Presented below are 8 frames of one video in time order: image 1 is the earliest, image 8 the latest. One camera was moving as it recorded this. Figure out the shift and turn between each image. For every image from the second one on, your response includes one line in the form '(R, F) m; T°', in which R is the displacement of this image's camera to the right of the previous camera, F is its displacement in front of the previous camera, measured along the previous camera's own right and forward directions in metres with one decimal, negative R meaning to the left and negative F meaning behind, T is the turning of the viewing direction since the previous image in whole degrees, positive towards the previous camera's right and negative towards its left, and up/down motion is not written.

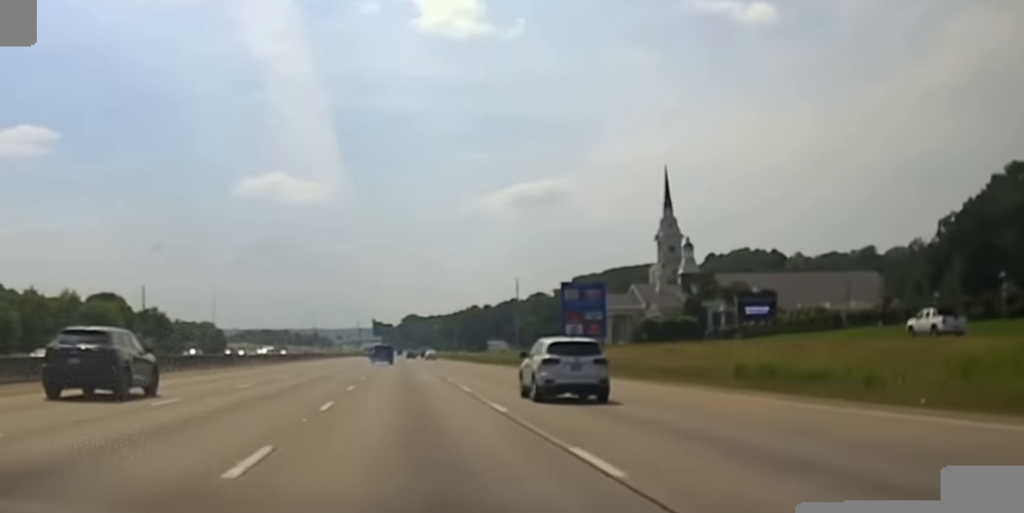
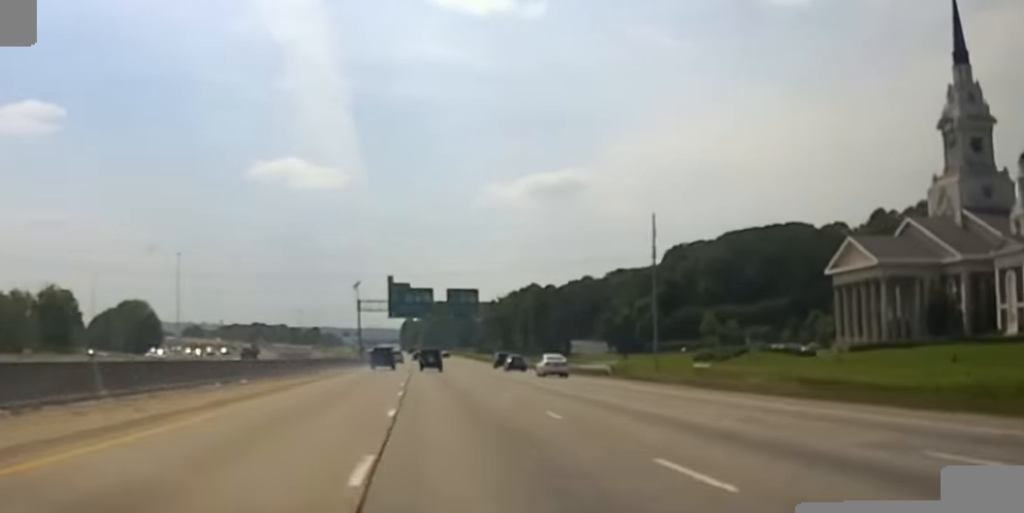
(0.0, +180.9) m; 0°
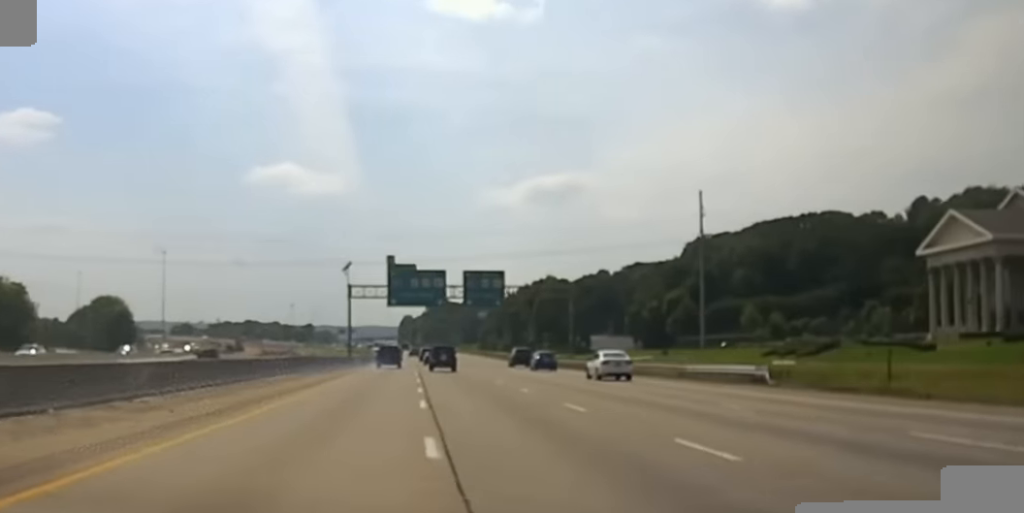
(+0.2, +32.9) m; 0°
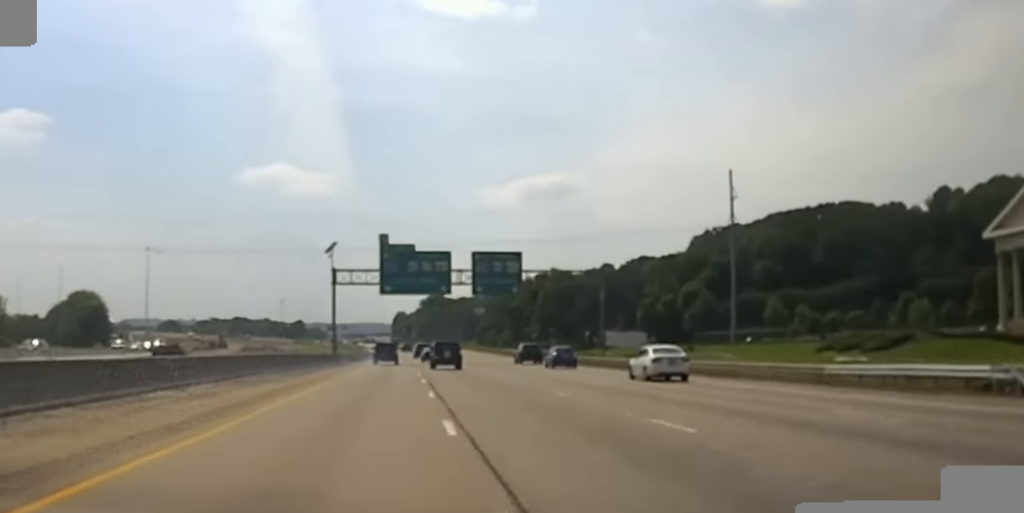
(0.0, +21.2) m; 0°
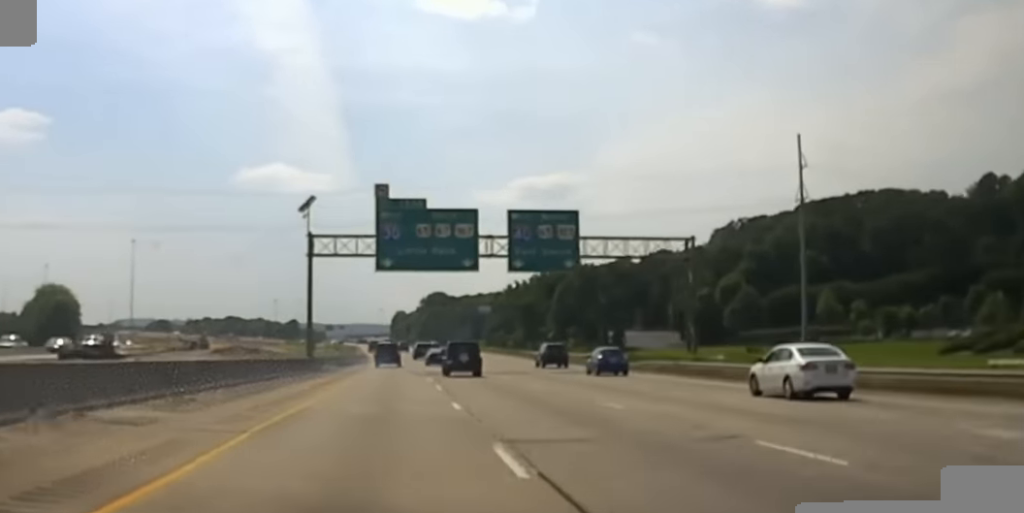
(0.0, +29.7) m; 0°
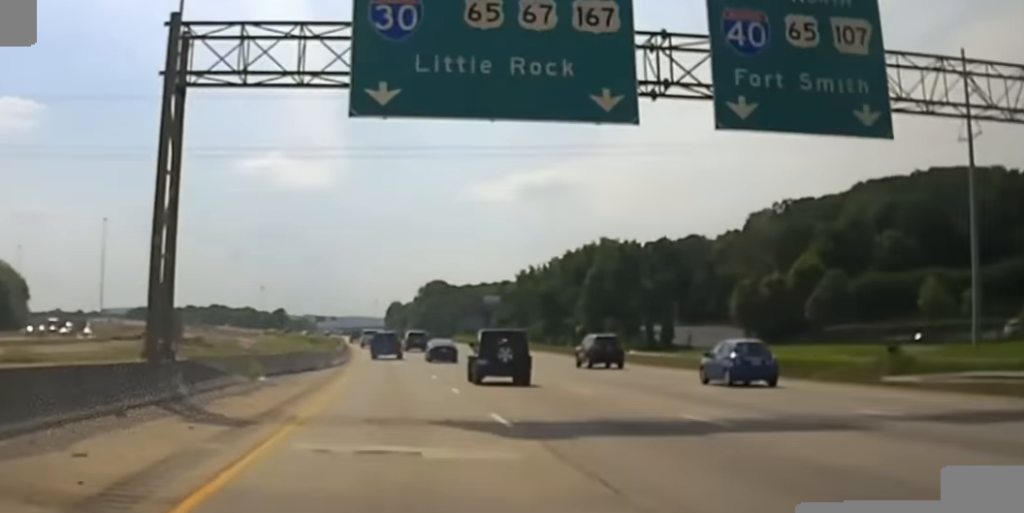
(0.0, +44.3) m; 0°
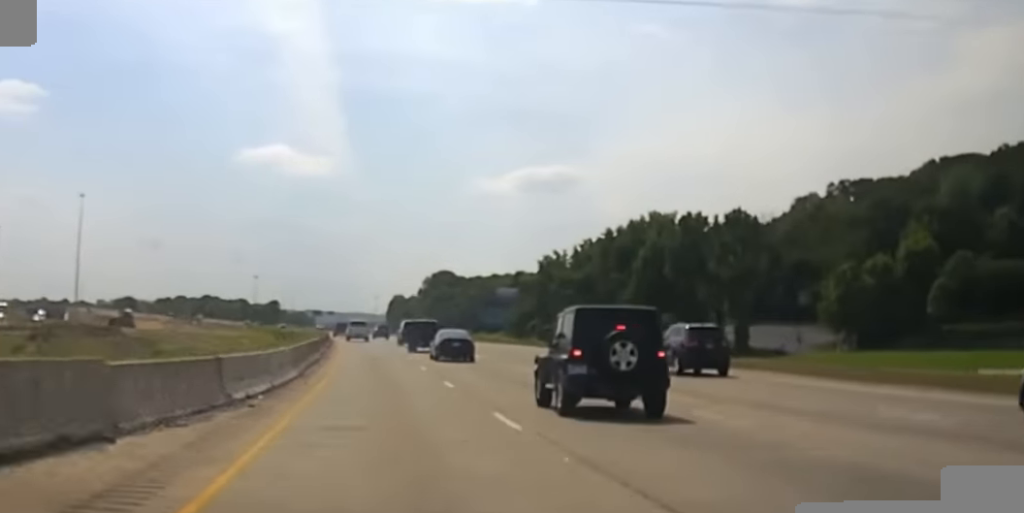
(0.0, +33.2) m; -1°
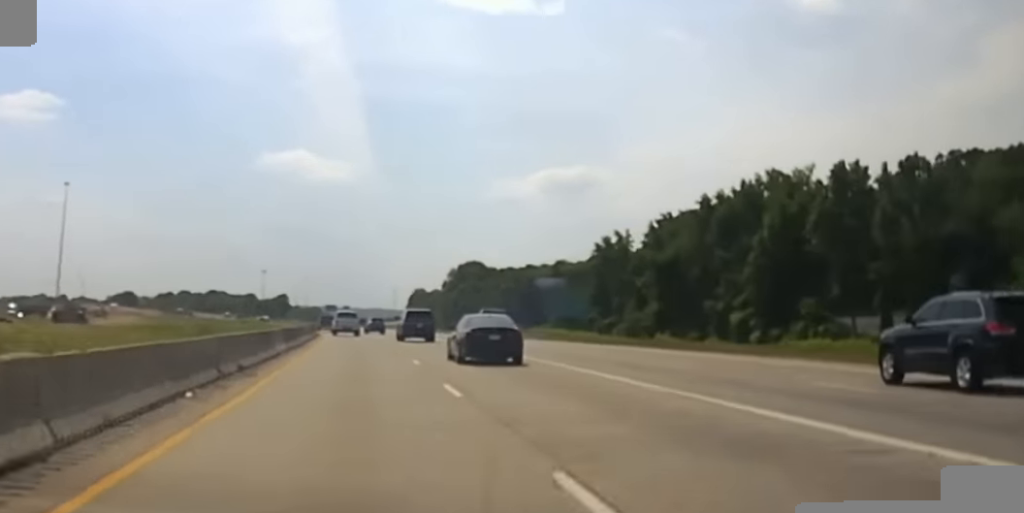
(-0.4, +44.7) m; -2°
